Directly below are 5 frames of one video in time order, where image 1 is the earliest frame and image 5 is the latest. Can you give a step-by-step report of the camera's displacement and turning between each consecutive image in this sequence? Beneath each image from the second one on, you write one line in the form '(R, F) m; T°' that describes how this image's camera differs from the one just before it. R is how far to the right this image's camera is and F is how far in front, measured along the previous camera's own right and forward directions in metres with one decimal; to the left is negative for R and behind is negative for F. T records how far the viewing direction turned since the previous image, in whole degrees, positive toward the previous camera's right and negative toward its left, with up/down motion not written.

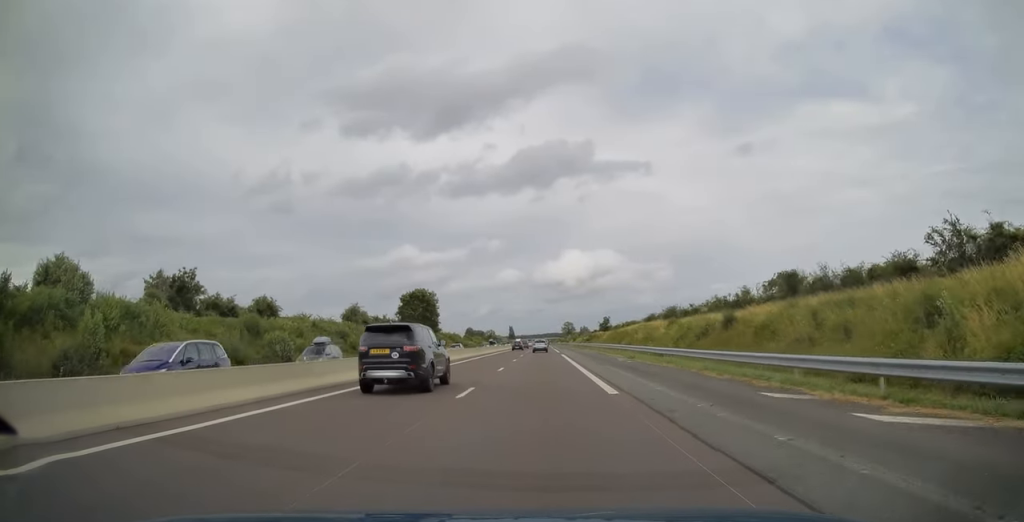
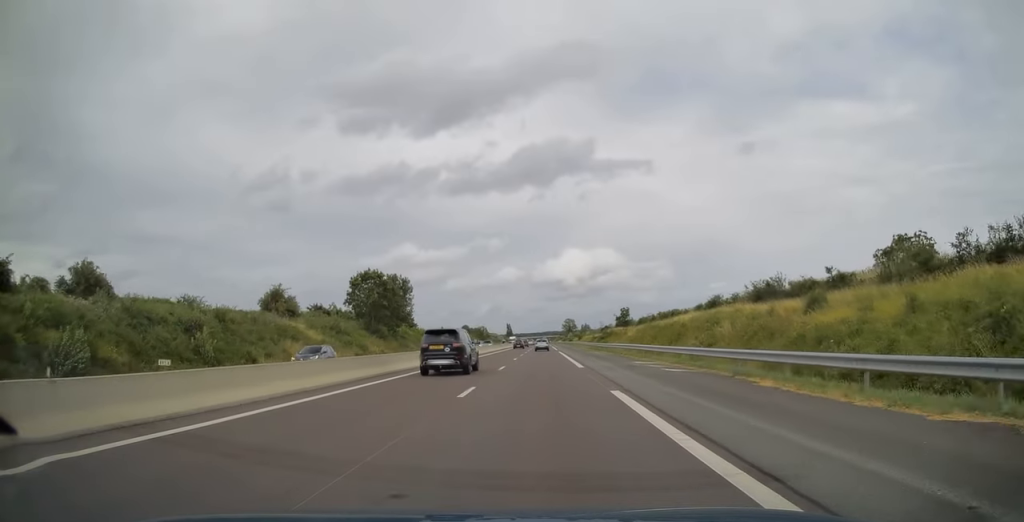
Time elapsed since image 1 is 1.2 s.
(+0.3, +39.3) m; 0°
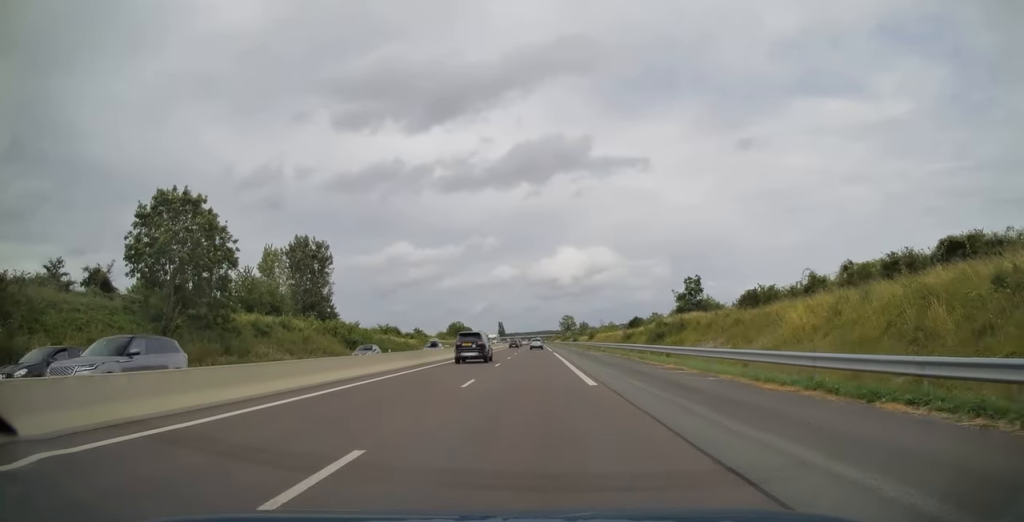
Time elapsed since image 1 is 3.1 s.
(-0.7, +62.5) m; 0°
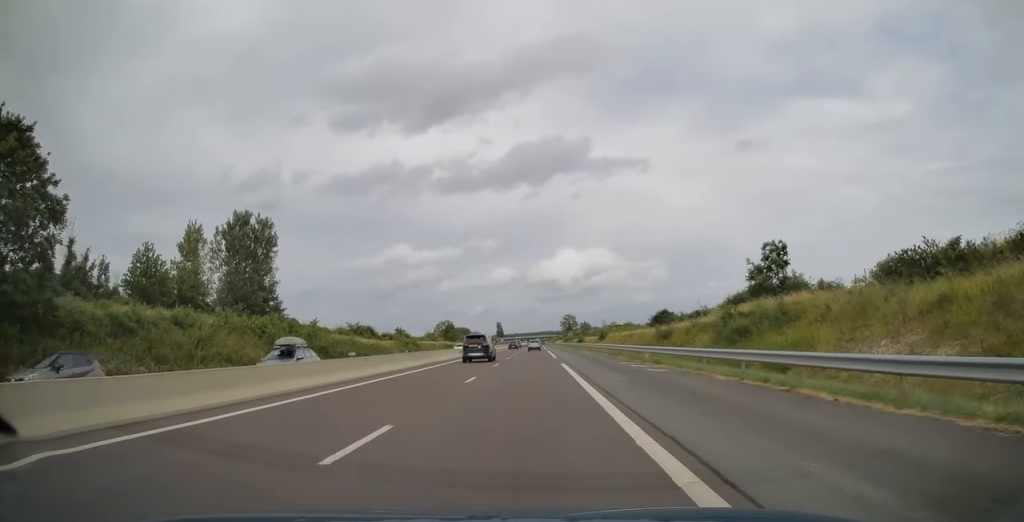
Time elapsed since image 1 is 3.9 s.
(+0.3, +23.7) m; +1°
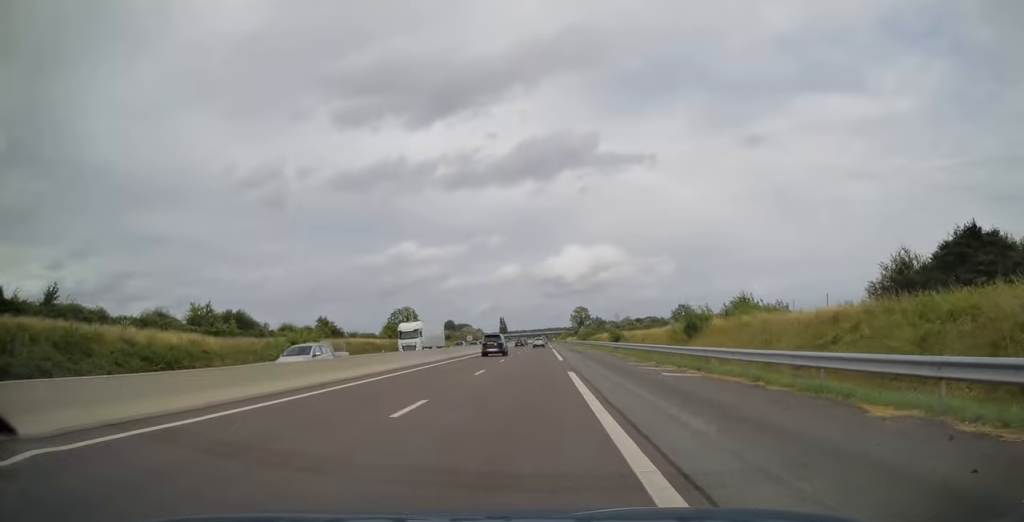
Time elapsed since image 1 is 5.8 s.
(-0.4, +61.3) m; -1°
